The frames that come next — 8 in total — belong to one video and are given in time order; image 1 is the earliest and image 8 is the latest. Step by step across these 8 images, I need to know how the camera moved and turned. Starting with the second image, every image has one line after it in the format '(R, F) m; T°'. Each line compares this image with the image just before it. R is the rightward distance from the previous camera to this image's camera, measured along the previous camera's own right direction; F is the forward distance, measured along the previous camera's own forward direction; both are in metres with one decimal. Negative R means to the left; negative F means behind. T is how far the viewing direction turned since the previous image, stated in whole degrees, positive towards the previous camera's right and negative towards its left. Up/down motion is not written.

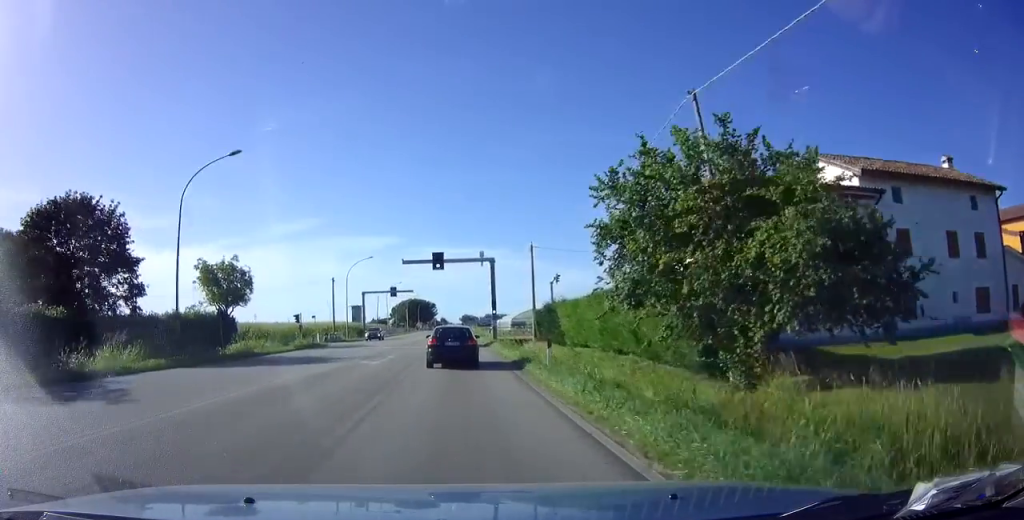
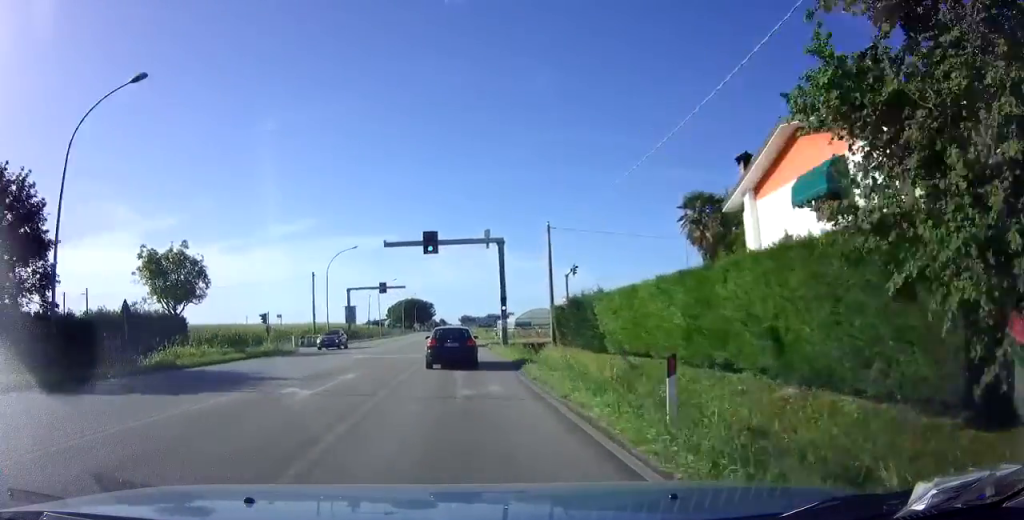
(0.0, +9.2) m; 0°
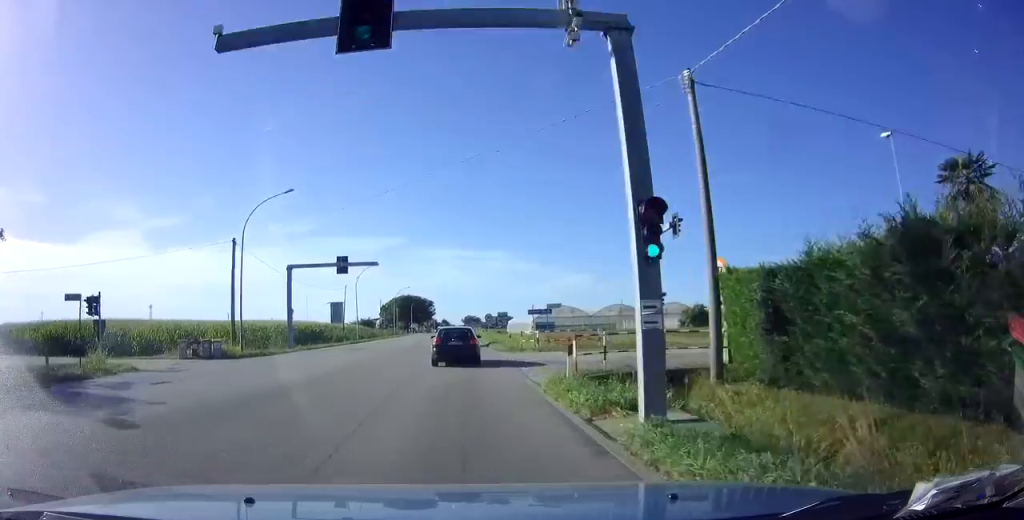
(-0.1, +23.1) m; -1°
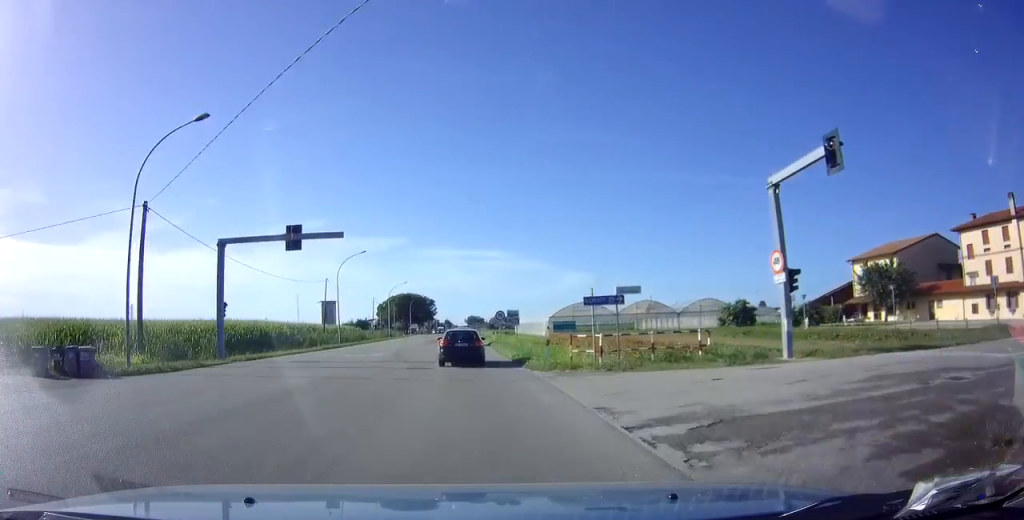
(-0.1, +13.2) m; 0°
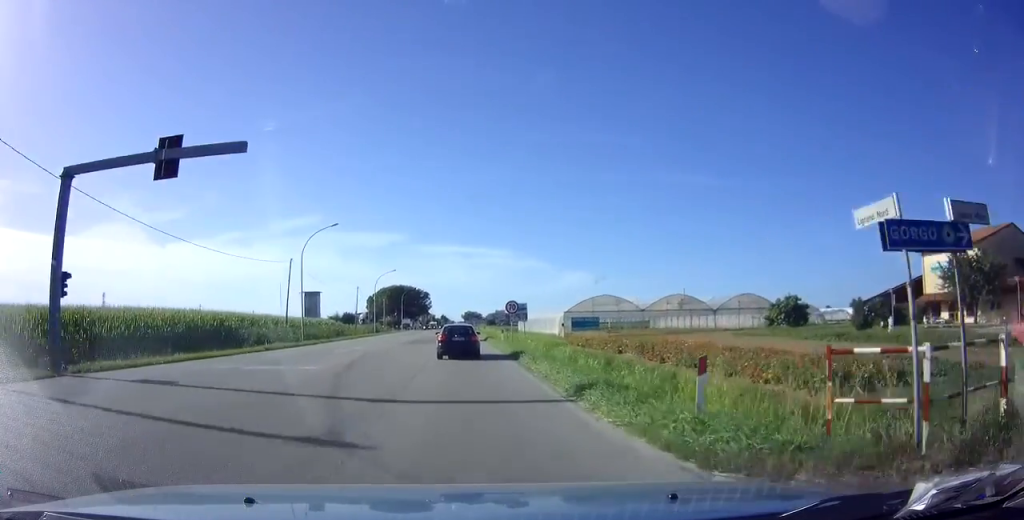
(0.0, +13.0) m; +1°
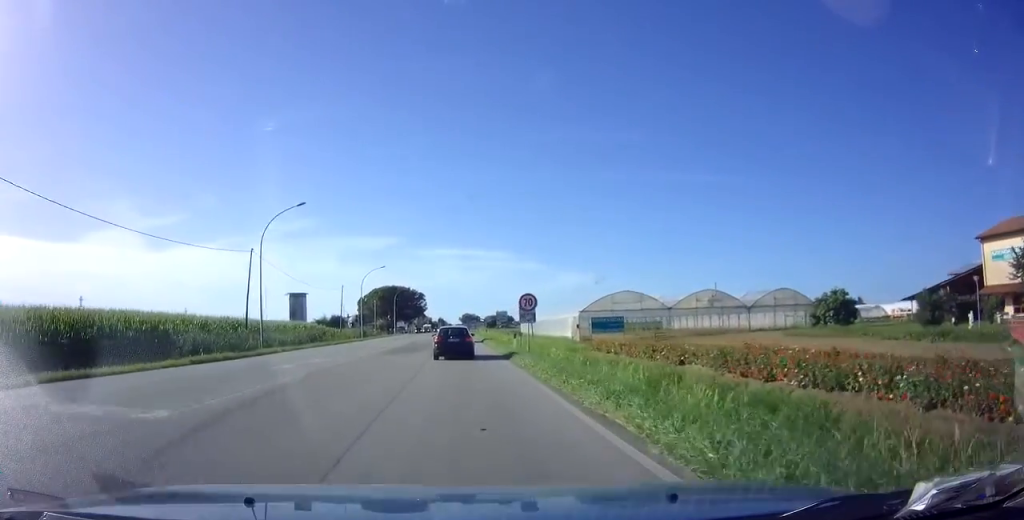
(0.0, +9.3) m; +1°
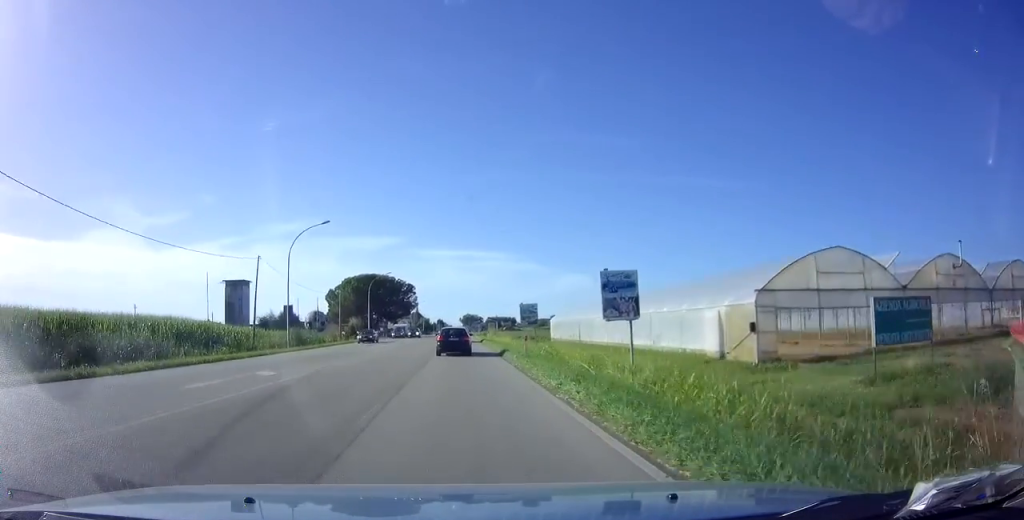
(+0.1, +33.3) m; 0°
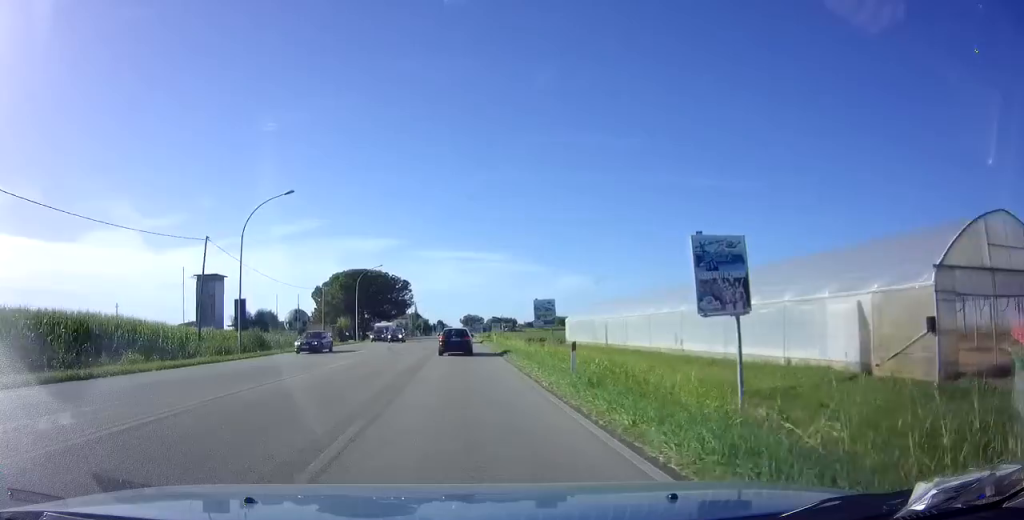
(0.0, +9.6) m; 0°
